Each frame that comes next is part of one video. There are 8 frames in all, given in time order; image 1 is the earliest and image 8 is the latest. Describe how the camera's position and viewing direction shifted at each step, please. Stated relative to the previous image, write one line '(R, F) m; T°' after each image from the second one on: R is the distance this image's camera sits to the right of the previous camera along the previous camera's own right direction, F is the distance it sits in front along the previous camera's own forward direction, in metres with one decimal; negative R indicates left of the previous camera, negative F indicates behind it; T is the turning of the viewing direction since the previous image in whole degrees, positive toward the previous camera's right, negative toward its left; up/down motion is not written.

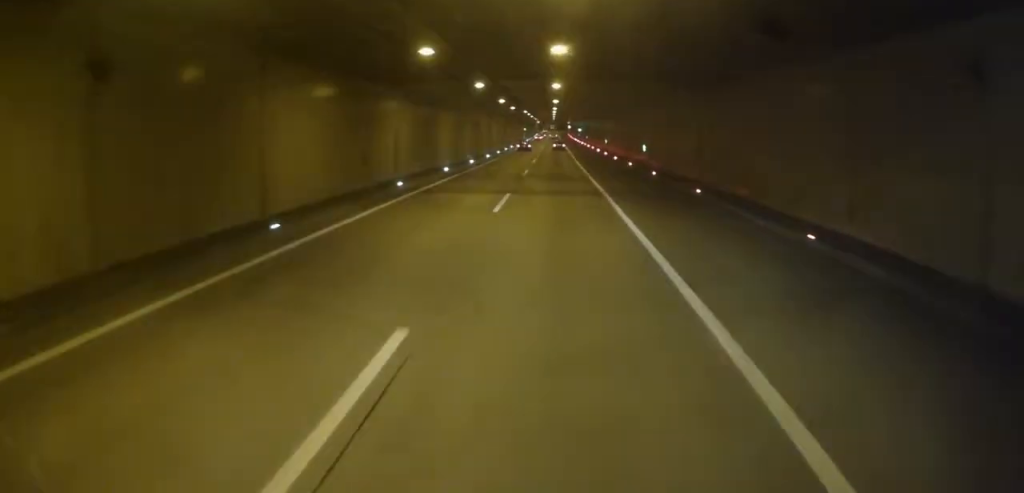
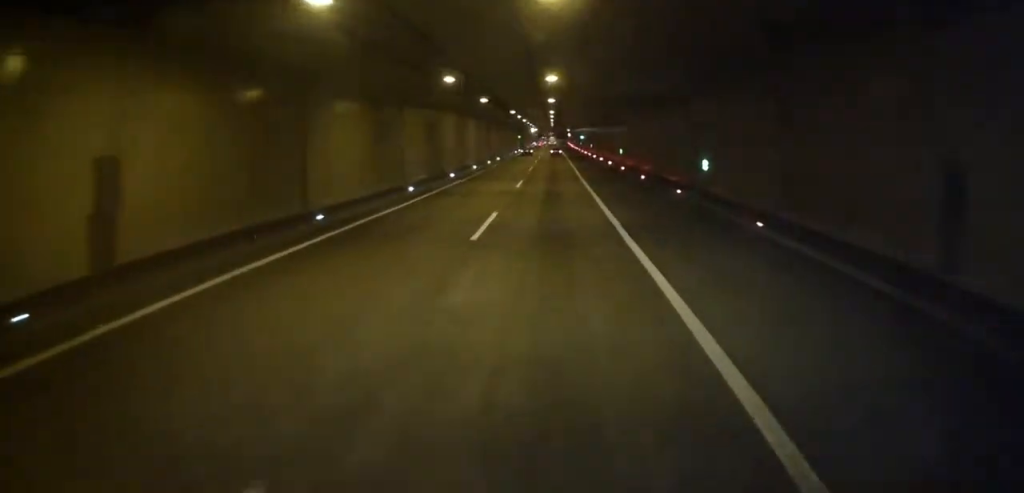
(+0.5, +22.6) m; 0°
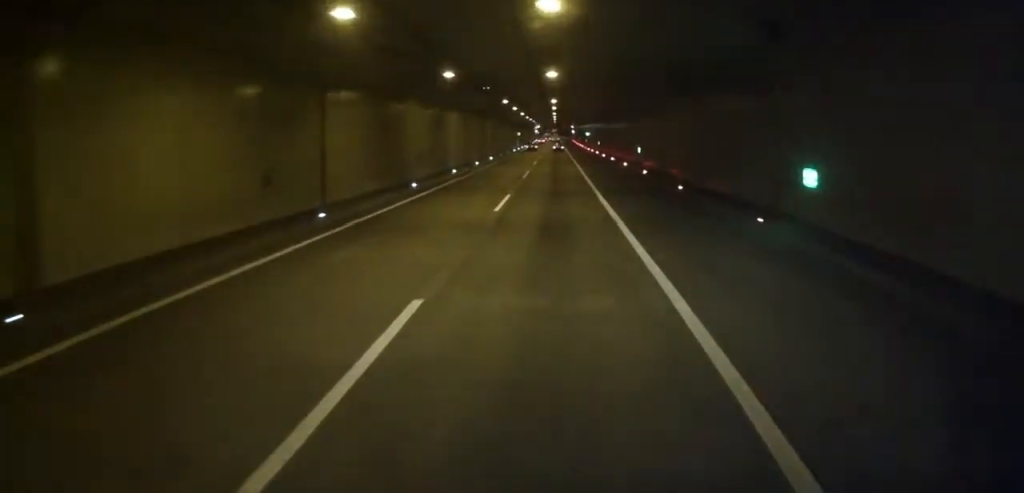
(-0.4, +12.8) m; -1°
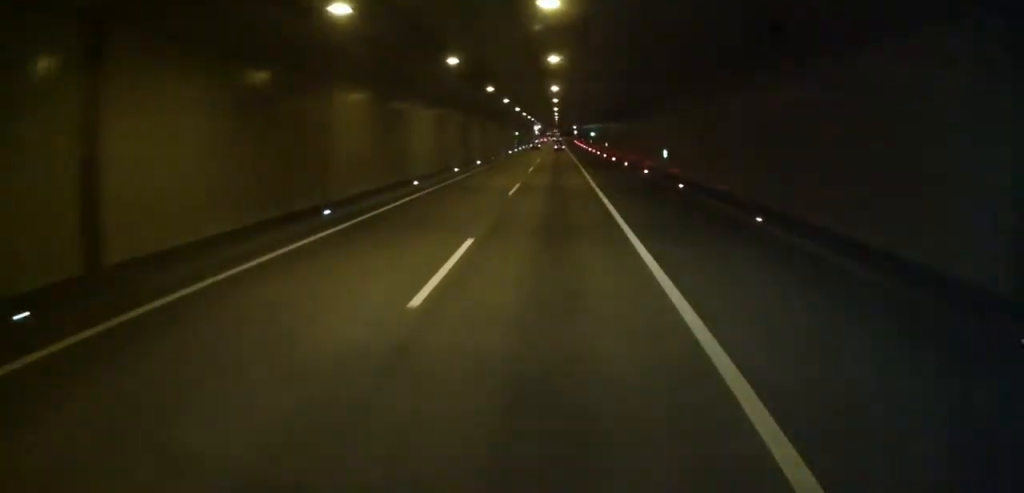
(-0.1, +12.7) m; 0°
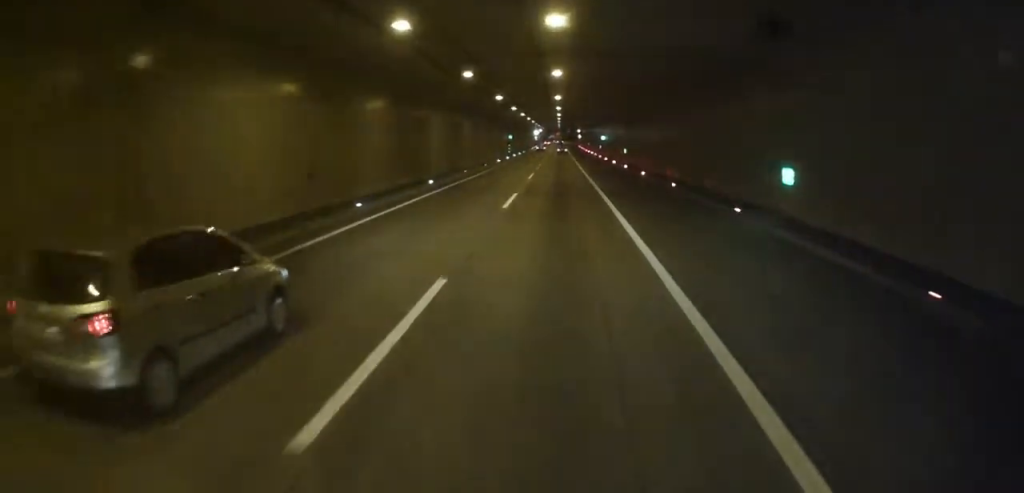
(0.0, +22.7) m; 0°
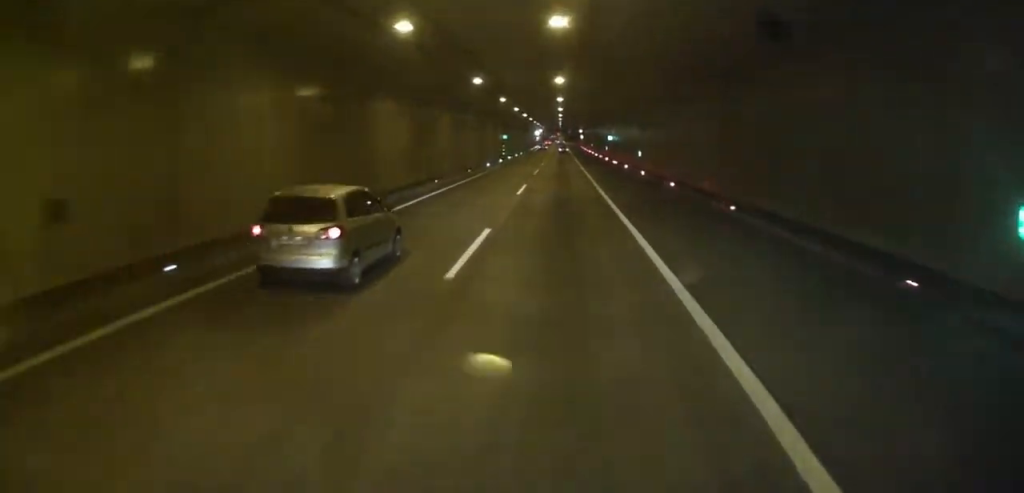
(0.0, +11.9) m; 0°
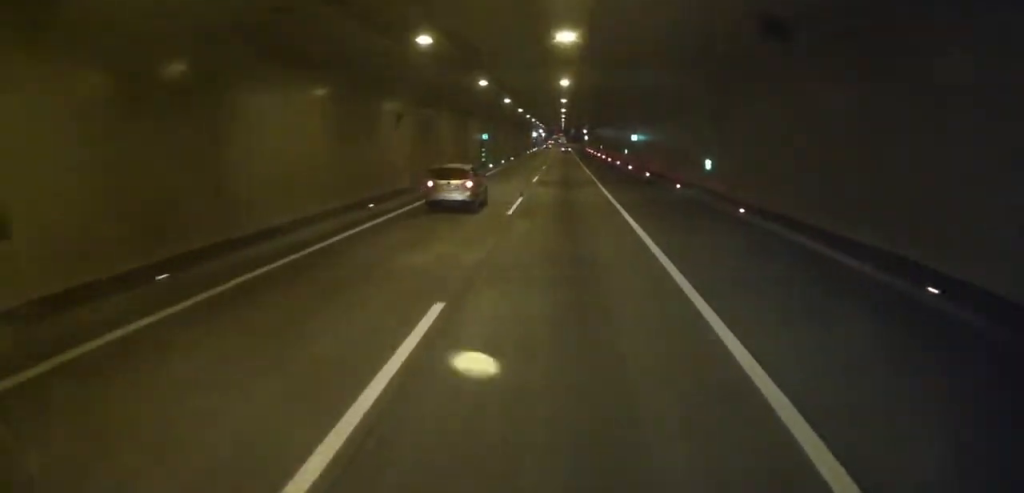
(0.0, +26.3) m; 0°
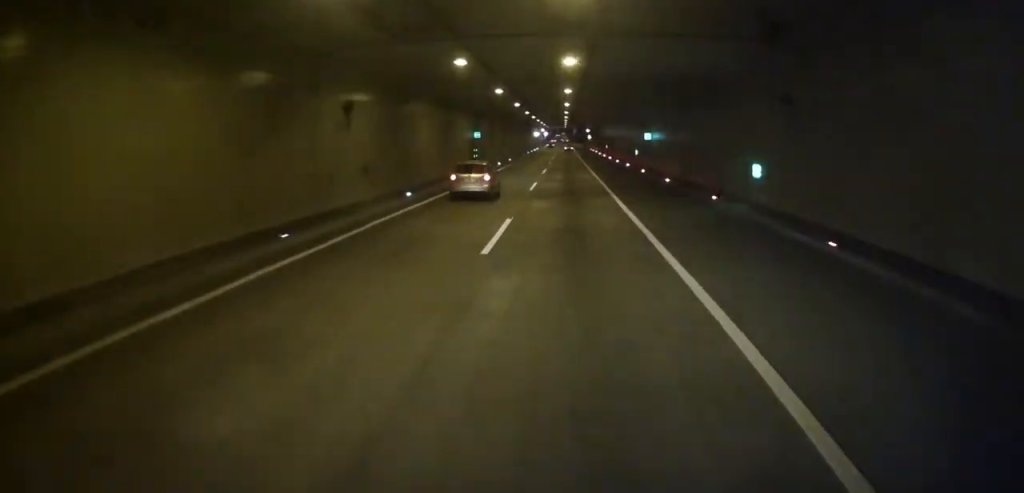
(0.0, +7.8) m; 0°
